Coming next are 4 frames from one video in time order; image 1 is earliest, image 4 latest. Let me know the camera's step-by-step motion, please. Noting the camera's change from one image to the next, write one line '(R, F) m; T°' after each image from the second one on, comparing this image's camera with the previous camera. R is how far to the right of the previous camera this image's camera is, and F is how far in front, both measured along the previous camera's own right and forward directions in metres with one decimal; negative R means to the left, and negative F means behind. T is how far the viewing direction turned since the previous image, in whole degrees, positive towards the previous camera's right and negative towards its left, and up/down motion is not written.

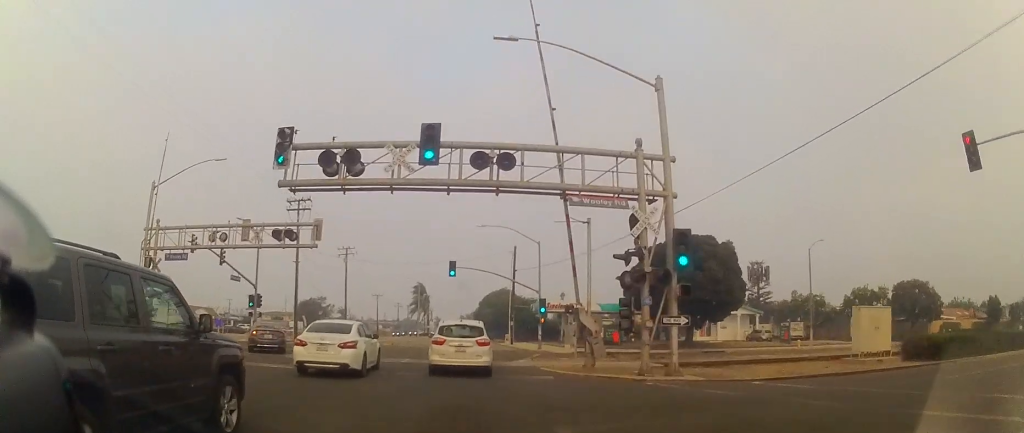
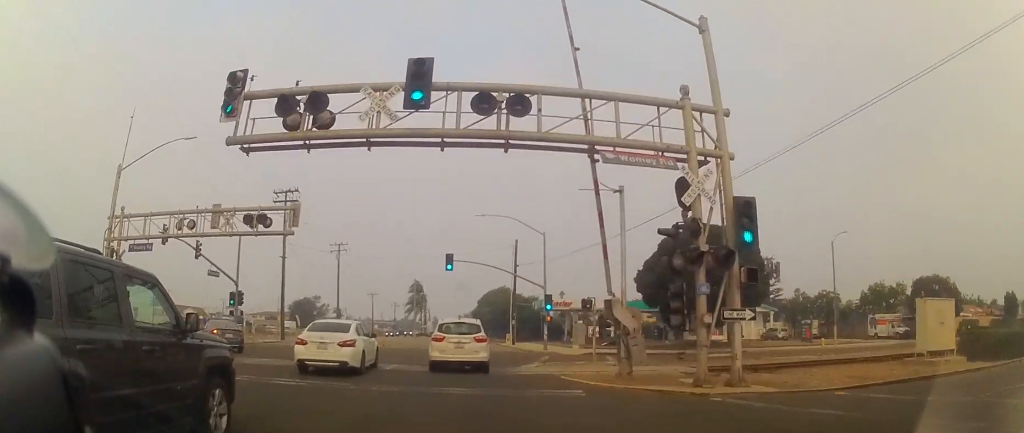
(-0.2, +4.2) m; -2°
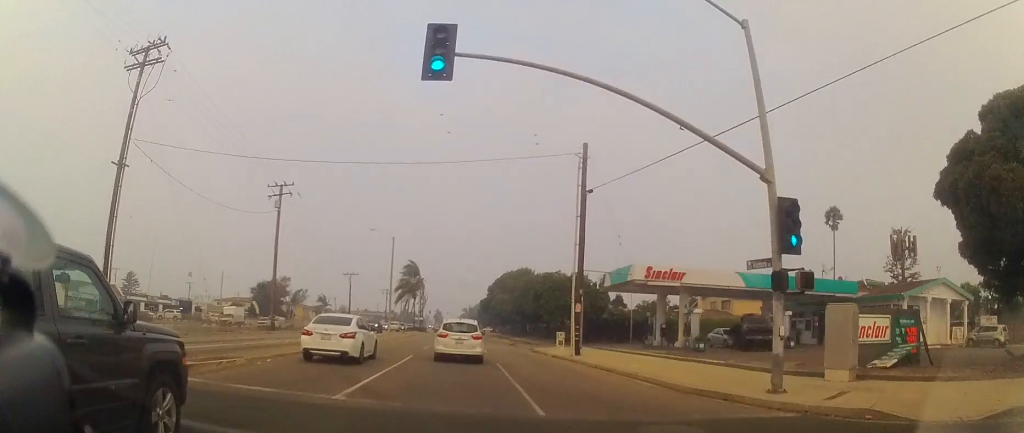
(0.0, +33.0) m; +1°
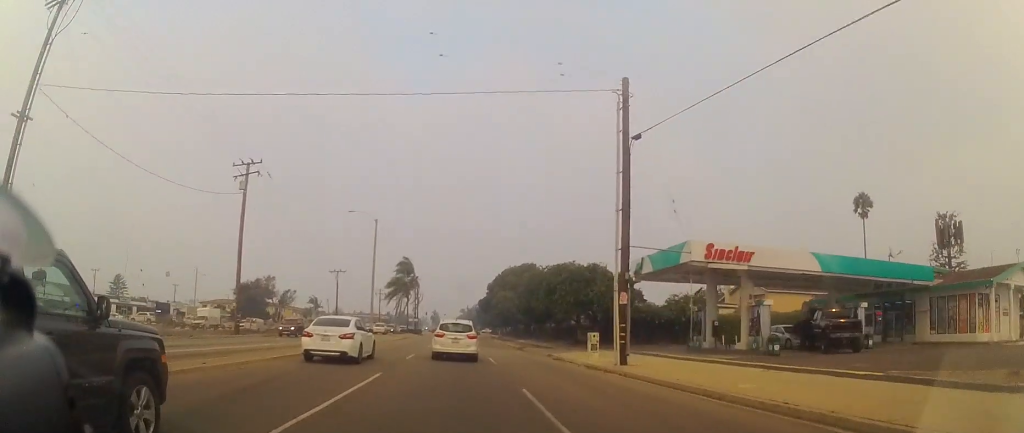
(+0.1, +9.6) m; +1°
